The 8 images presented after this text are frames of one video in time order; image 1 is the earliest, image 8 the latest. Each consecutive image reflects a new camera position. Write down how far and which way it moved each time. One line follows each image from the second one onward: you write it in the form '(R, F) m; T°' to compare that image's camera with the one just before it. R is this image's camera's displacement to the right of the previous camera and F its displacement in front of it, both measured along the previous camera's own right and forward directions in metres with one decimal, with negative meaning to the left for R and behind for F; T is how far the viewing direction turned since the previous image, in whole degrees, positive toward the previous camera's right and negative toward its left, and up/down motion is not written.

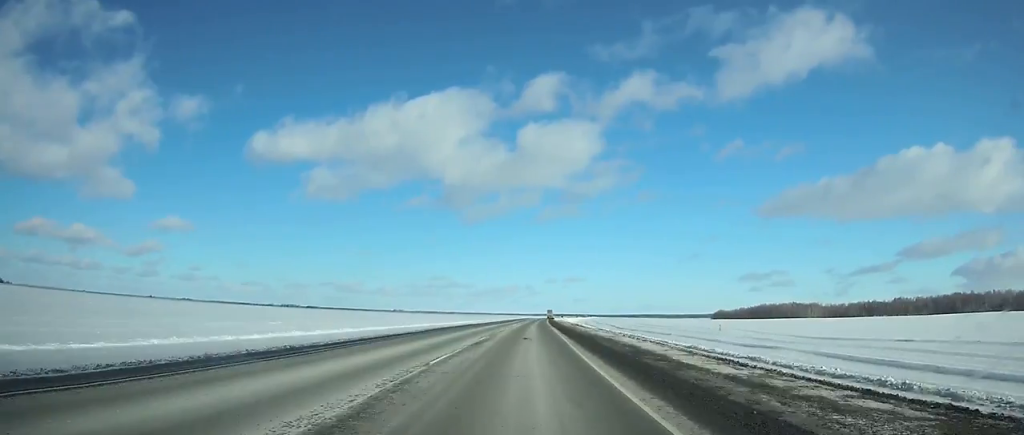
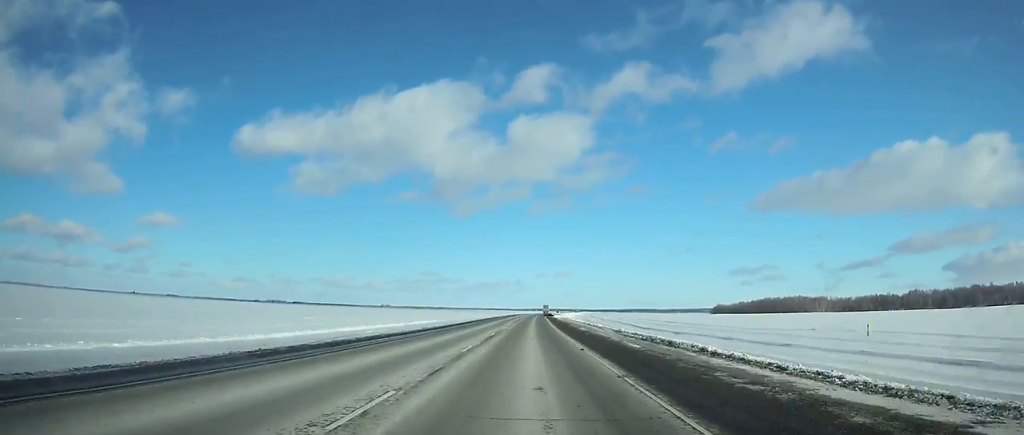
(+0.2, +55.5) m; +1°
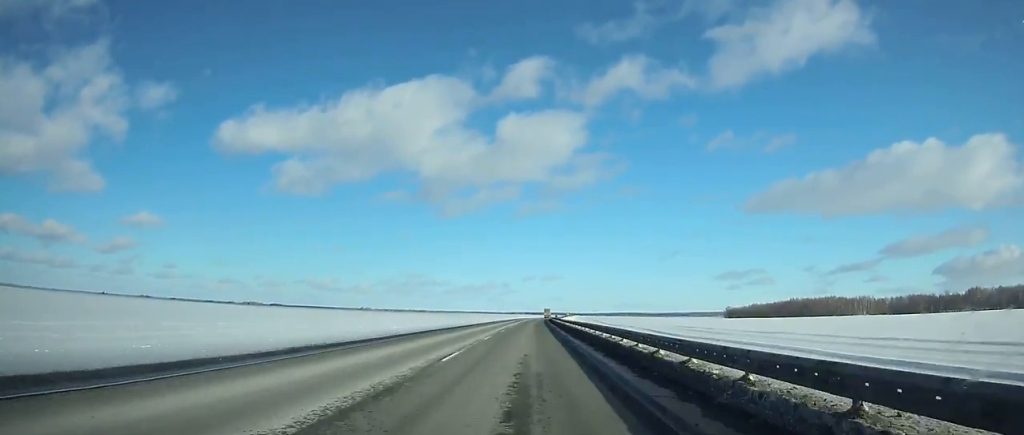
(+1.9, +141.0) m; +2°
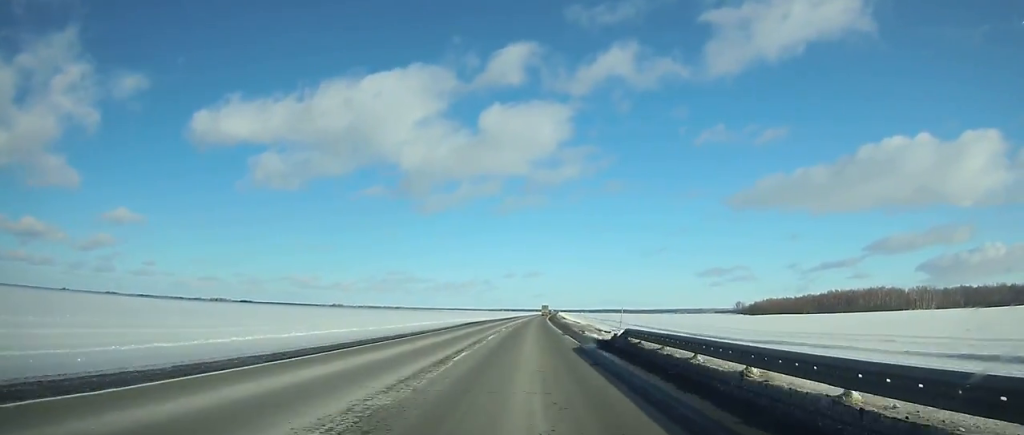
(+2.2, +140.5) m; +2°
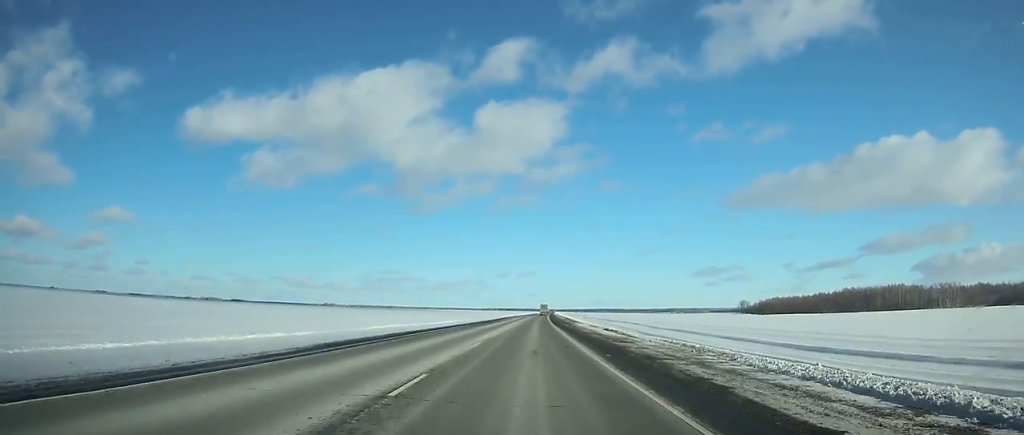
(+0.3, +41.4) m; +1°
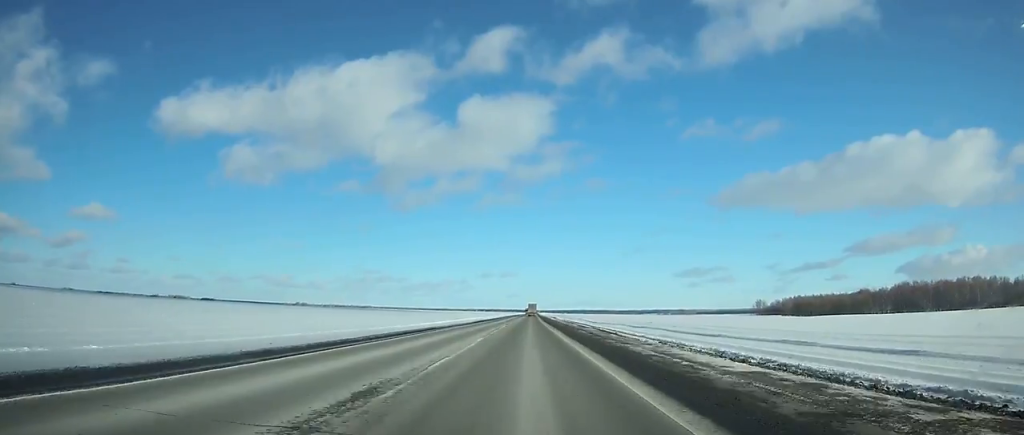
(+1.6, +126.5) m; +1°
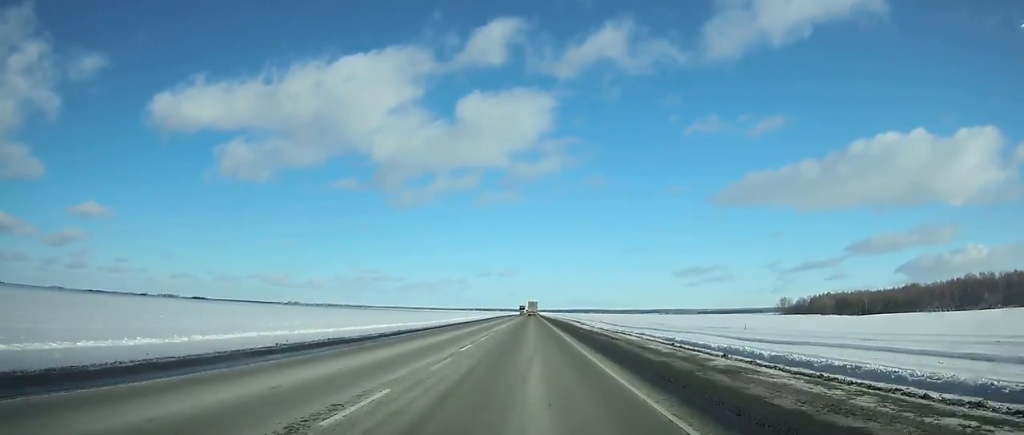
(+0.5, +83.0) m; +1°
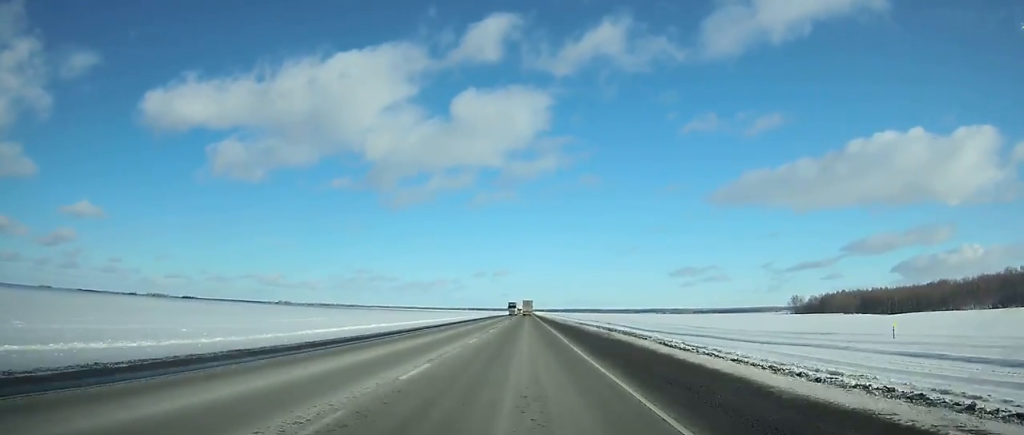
(+0.1, +46.1) m; 0°
